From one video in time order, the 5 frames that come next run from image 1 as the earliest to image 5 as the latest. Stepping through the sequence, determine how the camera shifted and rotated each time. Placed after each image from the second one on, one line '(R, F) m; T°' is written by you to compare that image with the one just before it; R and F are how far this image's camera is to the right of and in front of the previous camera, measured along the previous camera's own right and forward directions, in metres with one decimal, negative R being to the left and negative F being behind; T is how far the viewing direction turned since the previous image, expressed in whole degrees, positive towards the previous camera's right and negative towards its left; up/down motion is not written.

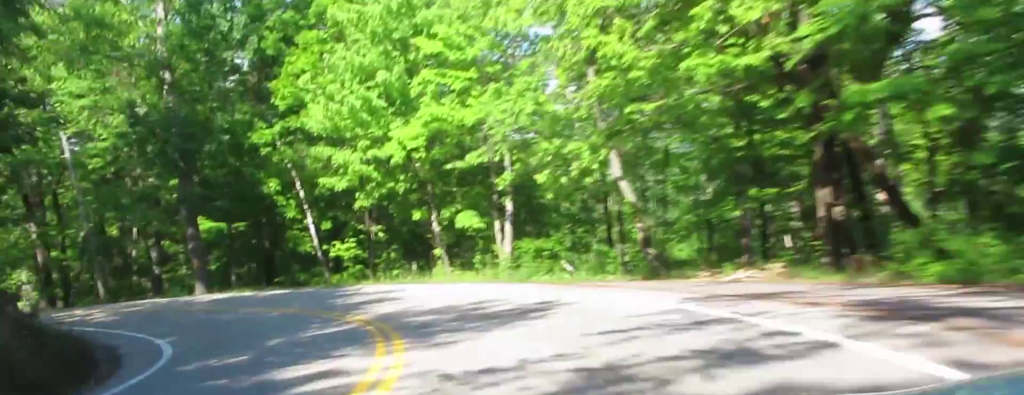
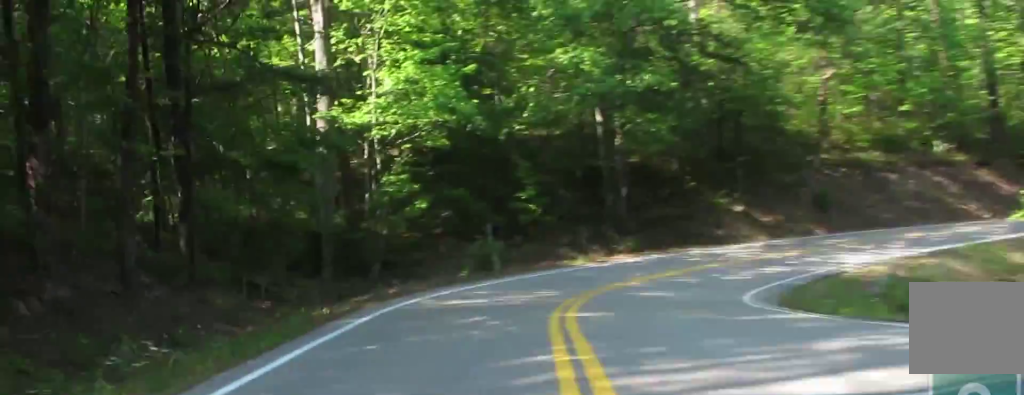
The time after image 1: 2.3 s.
(-3.0, +46.7) m; -30°
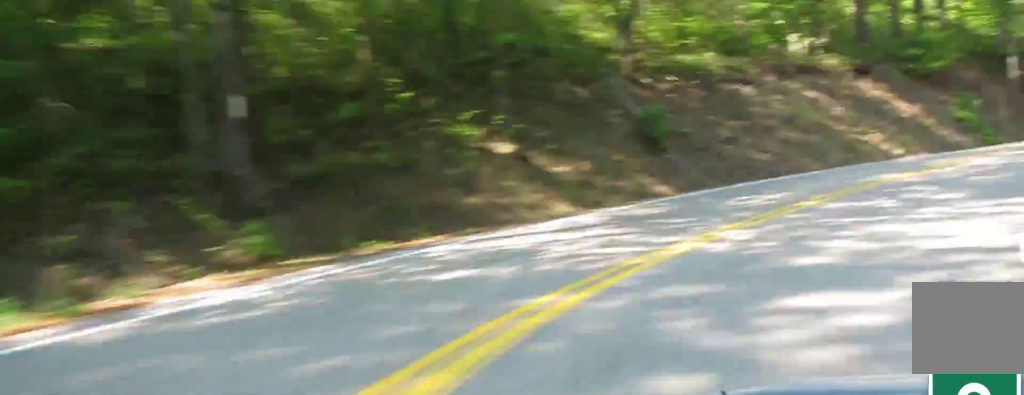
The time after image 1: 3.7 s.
(-9.5, +29.6) m; -23°
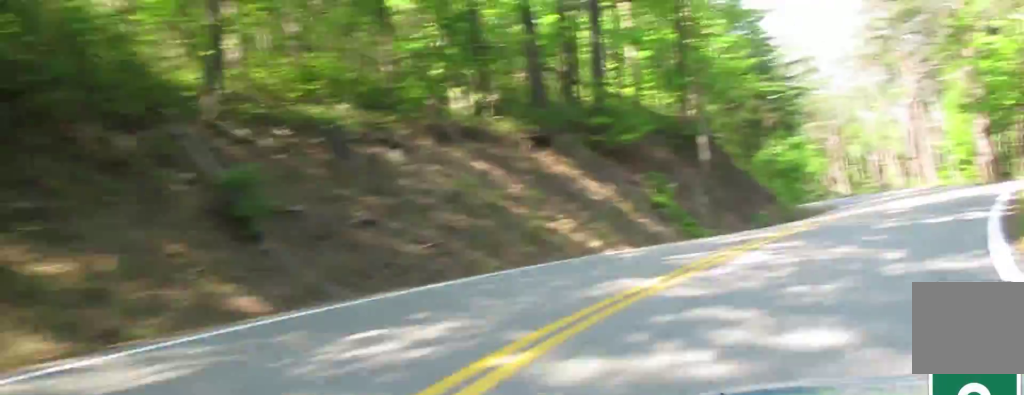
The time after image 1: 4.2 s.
(-1.2, +10.6) m; +2°
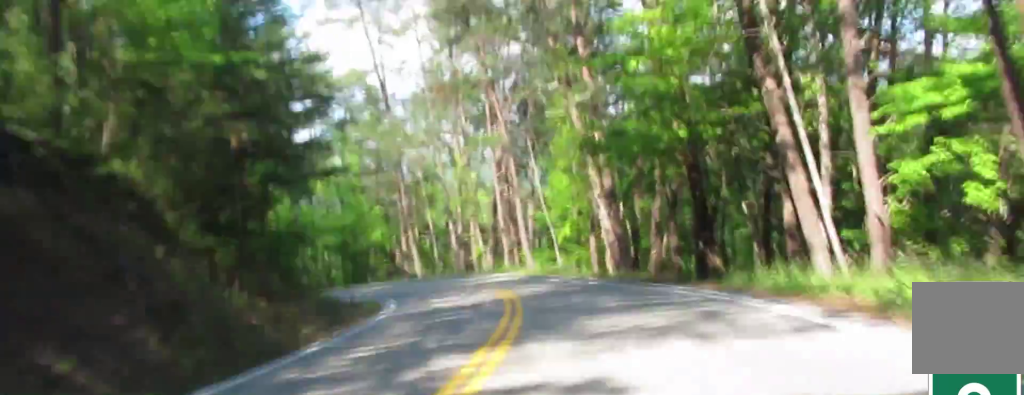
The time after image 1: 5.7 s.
(+4.0, +29.1) m; +15°
